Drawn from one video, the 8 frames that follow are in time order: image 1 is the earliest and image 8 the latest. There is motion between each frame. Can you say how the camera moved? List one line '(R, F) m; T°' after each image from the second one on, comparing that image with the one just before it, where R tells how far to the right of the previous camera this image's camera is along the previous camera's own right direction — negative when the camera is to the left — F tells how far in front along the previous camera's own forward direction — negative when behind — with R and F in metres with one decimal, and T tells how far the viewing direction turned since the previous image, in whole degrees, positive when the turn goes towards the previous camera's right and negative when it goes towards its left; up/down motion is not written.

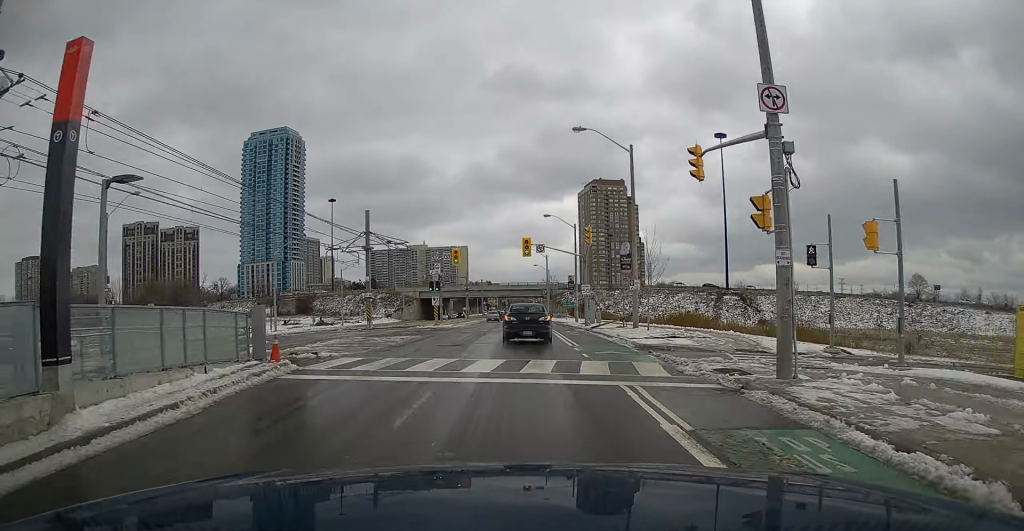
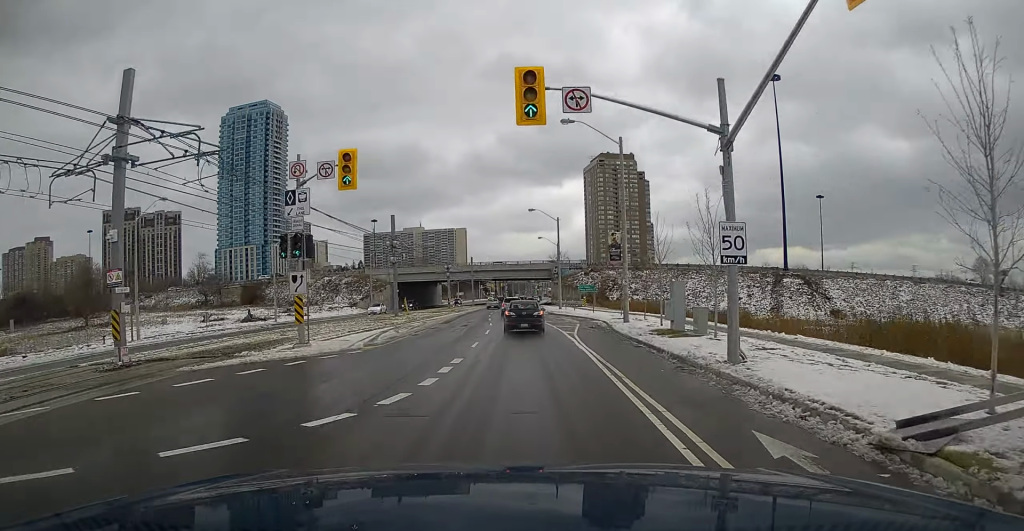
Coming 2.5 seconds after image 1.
(-0.2, +32.2) m; 0°
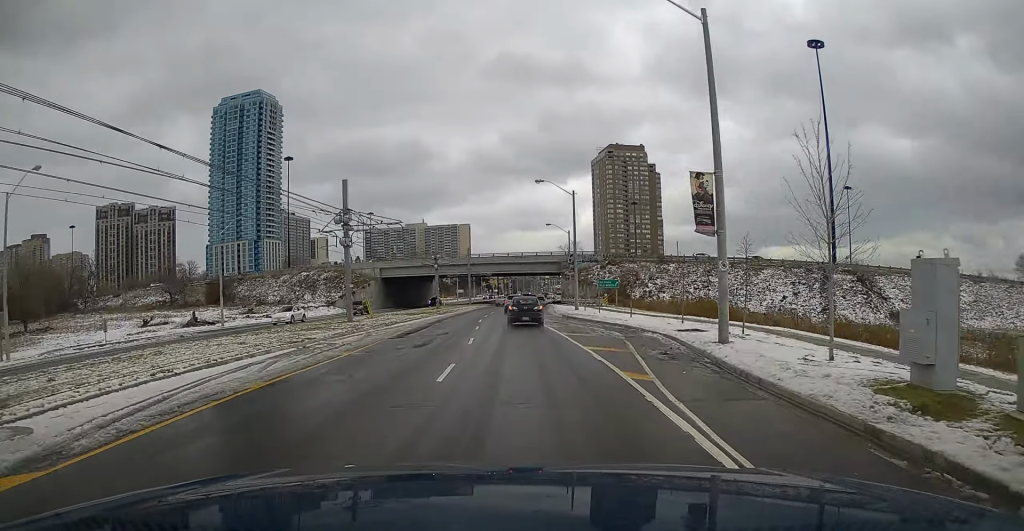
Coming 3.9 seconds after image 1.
(0.0, +17.5) m; 0°
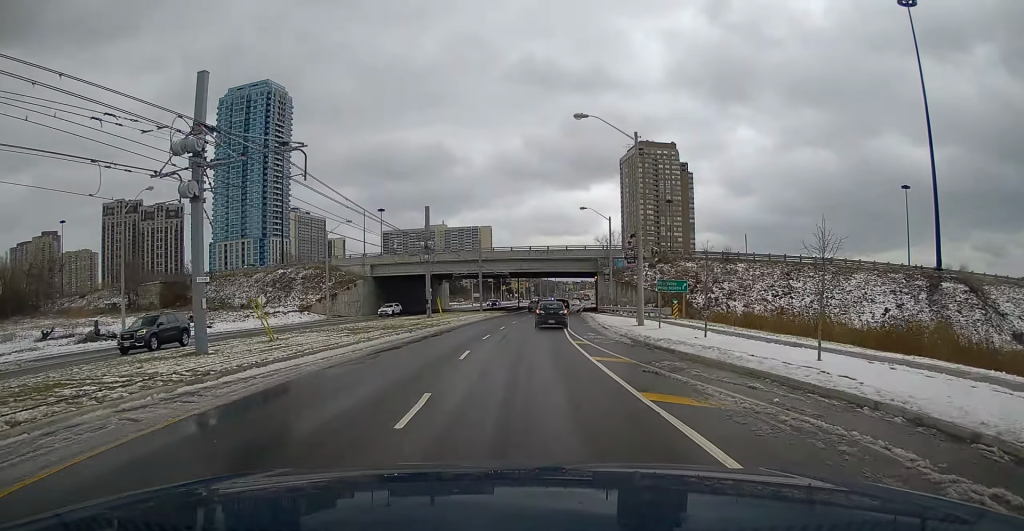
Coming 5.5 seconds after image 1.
(0.0, +21.7) m; 0°
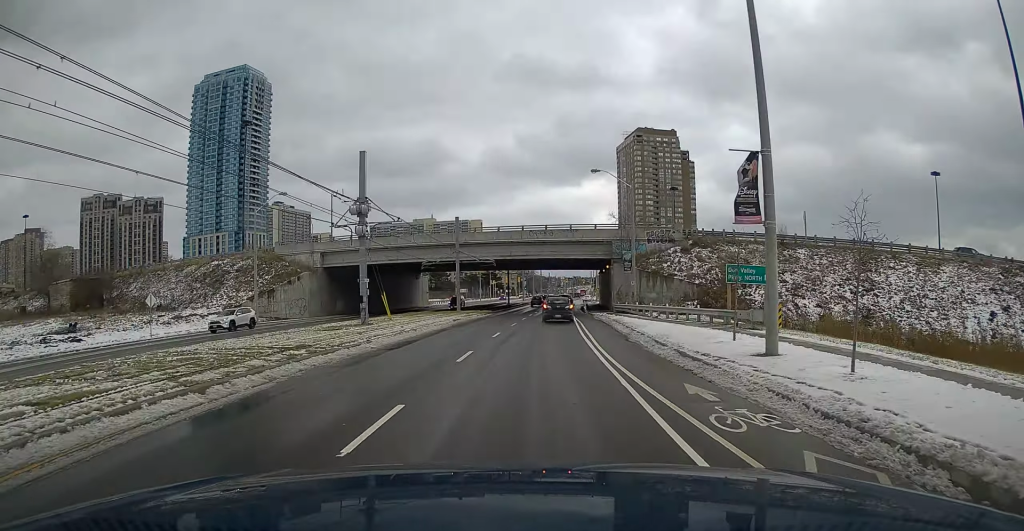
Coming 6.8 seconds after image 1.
(-0.3, +18.8) m; 0°
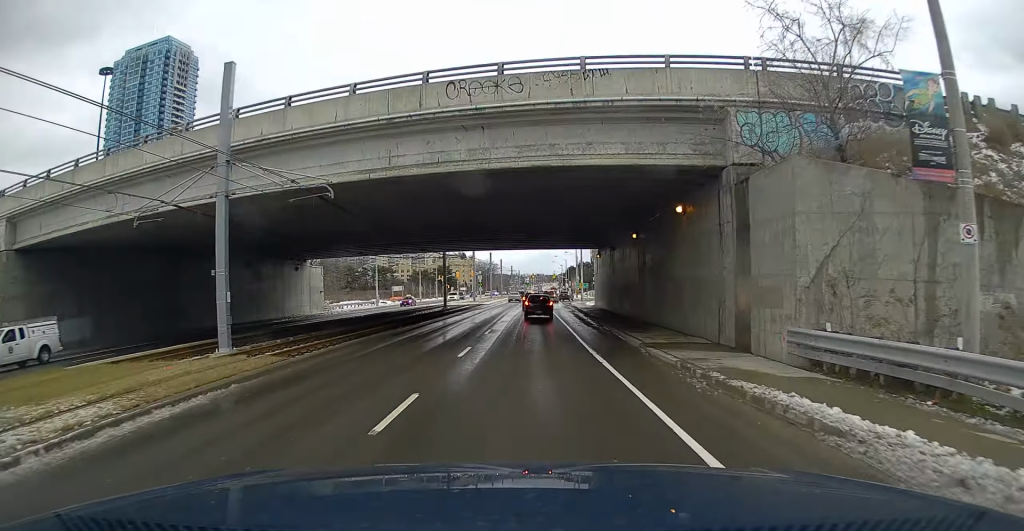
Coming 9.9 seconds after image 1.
(+0.7, +42.9) m; +2°
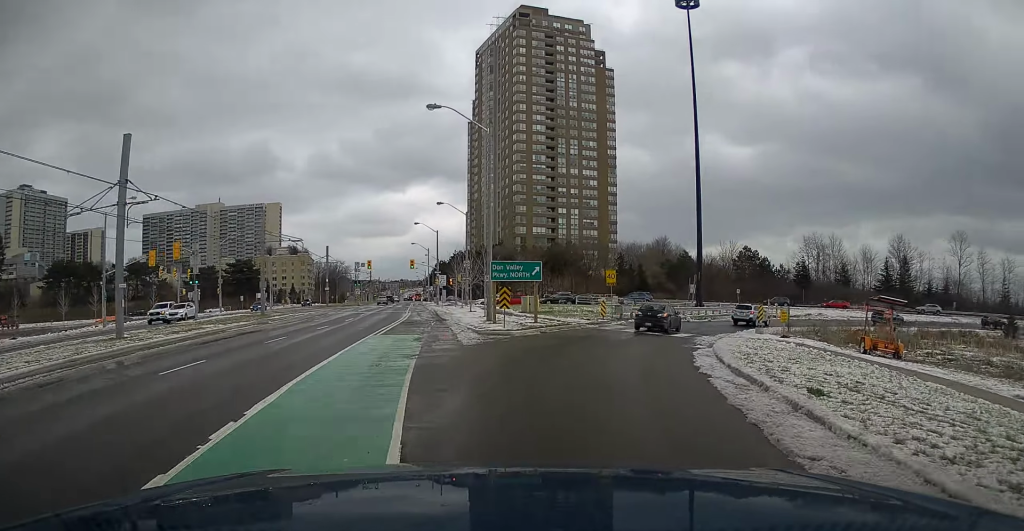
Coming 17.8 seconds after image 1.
(+9.0, +101.3) m; +22°
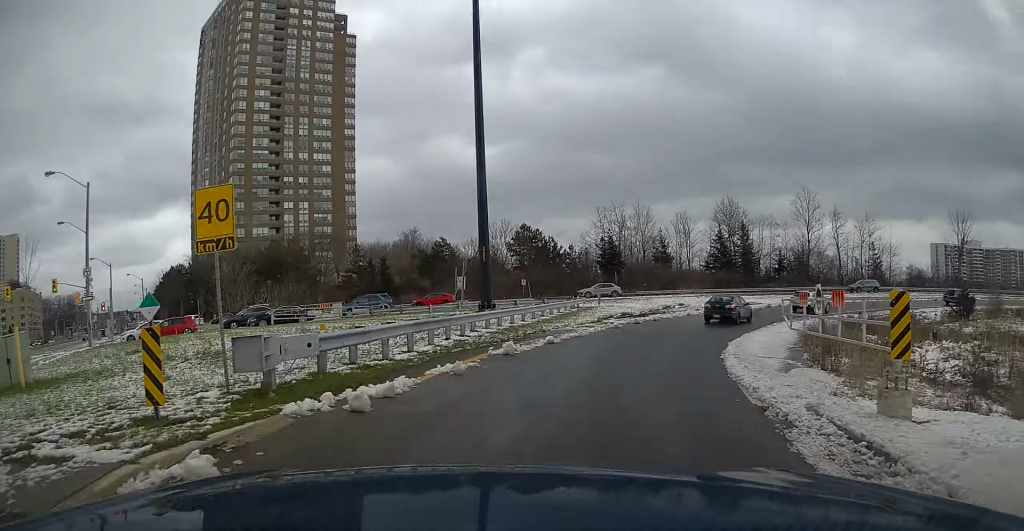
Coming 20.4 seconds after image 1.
(+4.2, +31.5) m; +24°
